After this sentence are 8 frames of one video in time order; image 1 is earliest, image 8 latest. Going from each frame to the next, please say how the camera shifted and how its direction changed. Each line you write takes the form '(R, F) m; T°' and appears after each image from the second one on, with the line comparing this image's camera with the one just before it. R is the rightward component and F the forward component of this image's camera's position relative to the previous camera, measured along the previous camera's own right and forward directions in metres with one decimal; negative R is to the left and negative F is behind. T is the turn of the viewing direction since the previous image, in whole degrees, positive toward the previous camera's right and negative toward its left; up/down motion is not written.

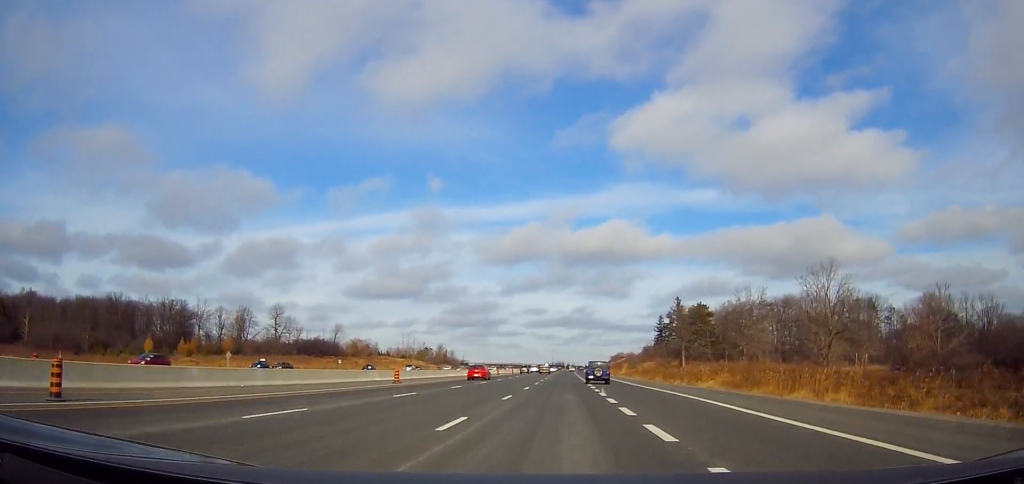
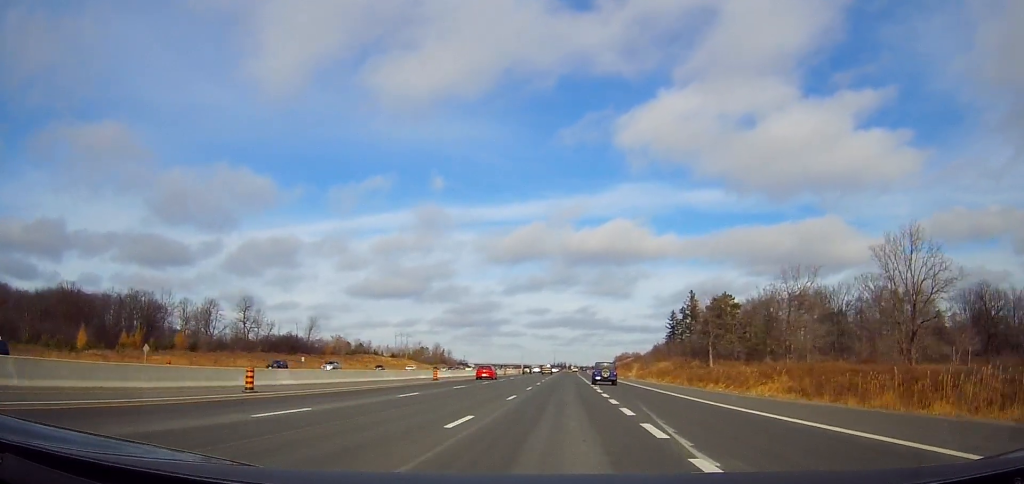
(-0.2, +23.3) m; -1°
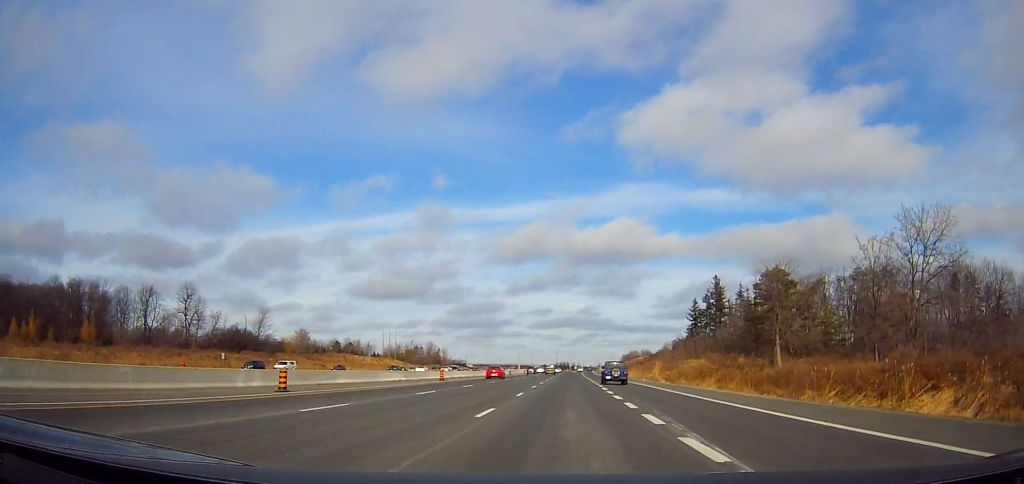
(0.0, +33.6) m; 0°
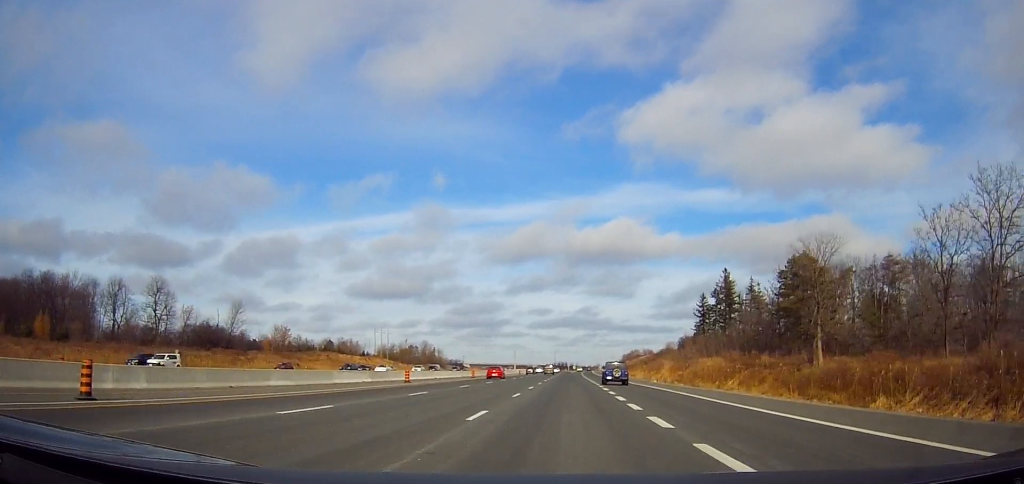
(-0.1, +13.1) m; 0°
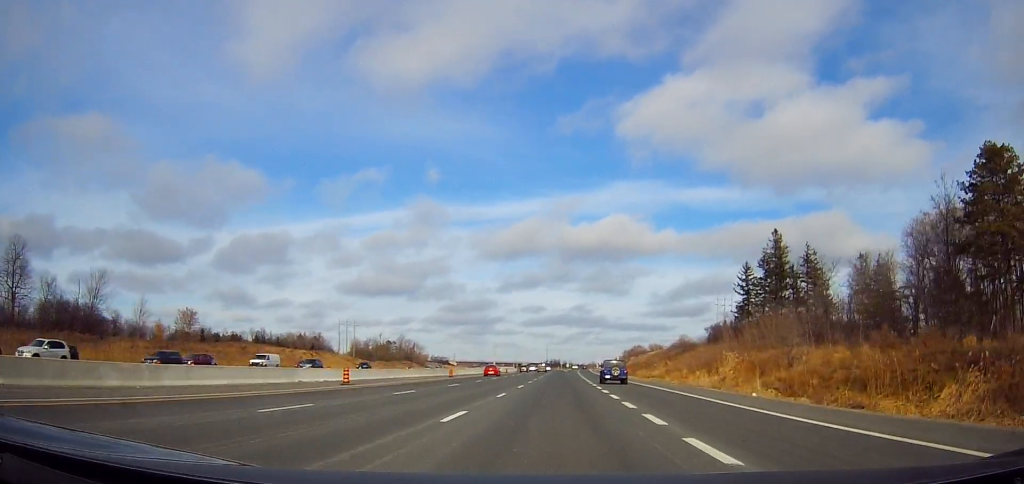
(+0.2, +47.5) m; 0°
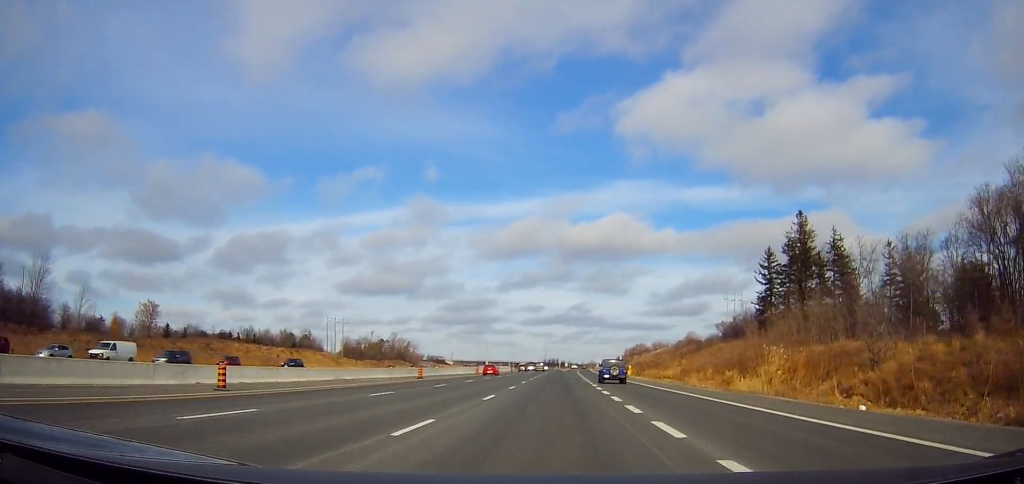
(-0.2, +14.7) m; 0°
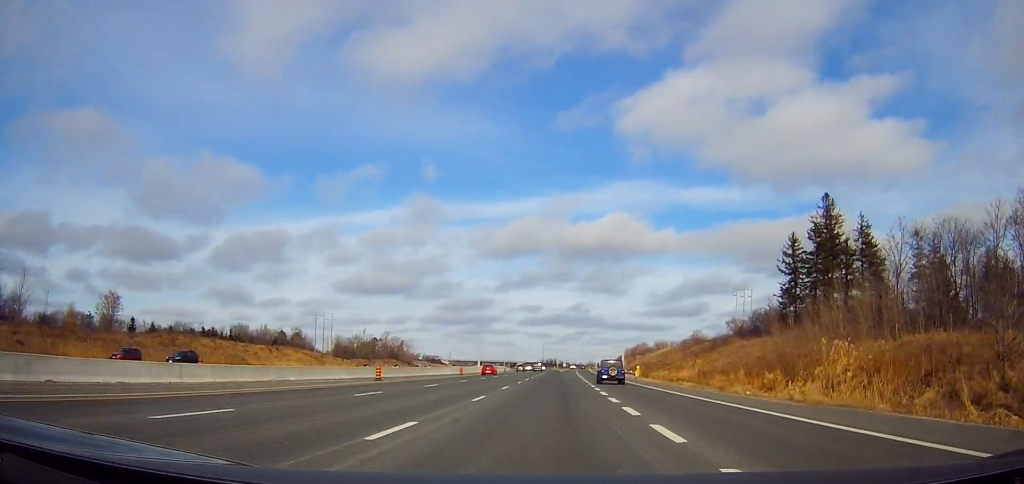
(+0.2, +12.6) m; 0°
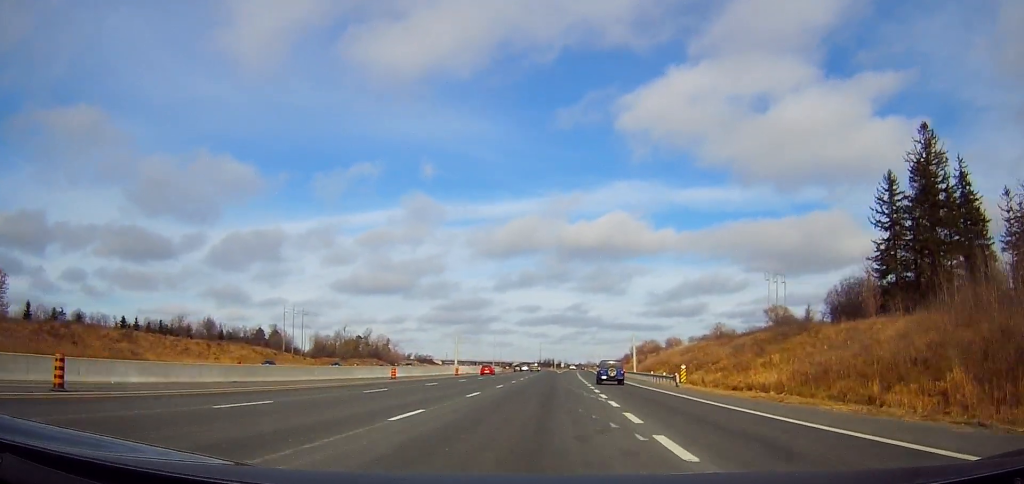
(0.0, +32.2) m; 0°
